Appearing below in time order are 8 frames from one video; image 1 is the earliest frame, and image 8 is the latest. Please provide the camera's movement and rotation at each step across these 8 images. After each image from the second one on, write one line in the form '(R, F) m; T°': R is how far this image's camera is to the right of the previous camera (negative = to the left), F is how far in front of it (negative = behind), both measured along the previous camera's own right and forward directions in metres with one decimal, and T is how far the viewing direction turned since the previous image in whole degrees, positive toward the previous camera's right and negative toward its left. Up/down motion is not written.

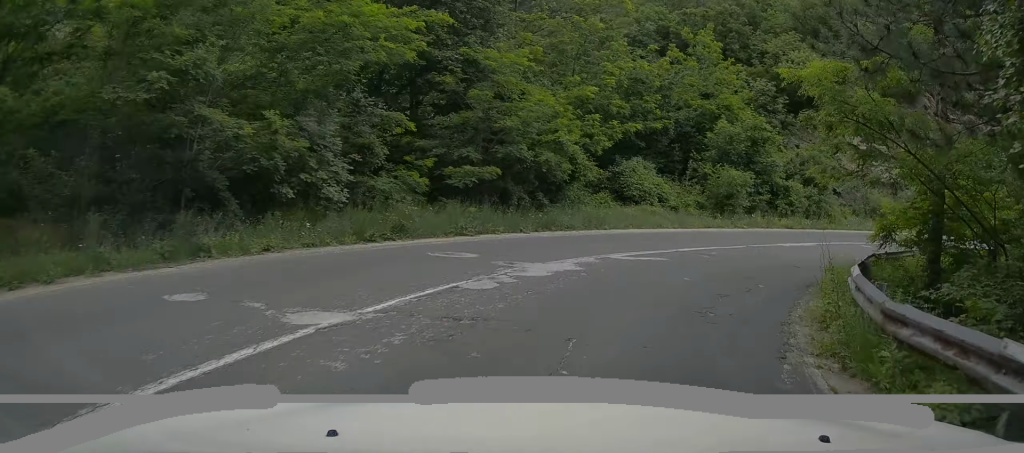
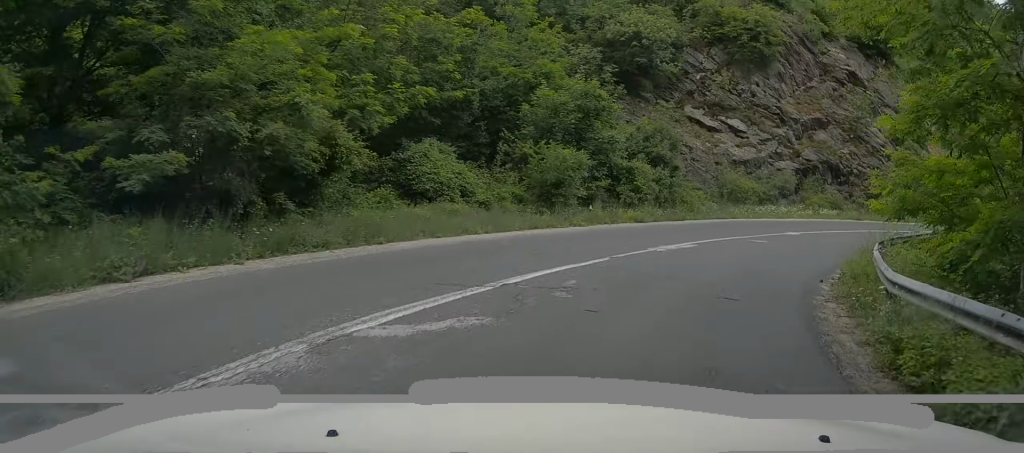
(0.0, +7.1) m; +18°
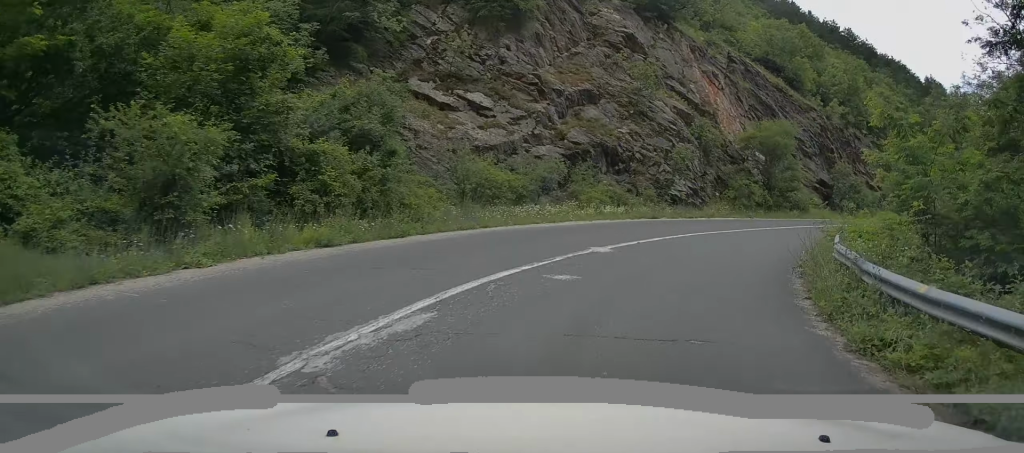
(+2.9, +9.6) m; +25°
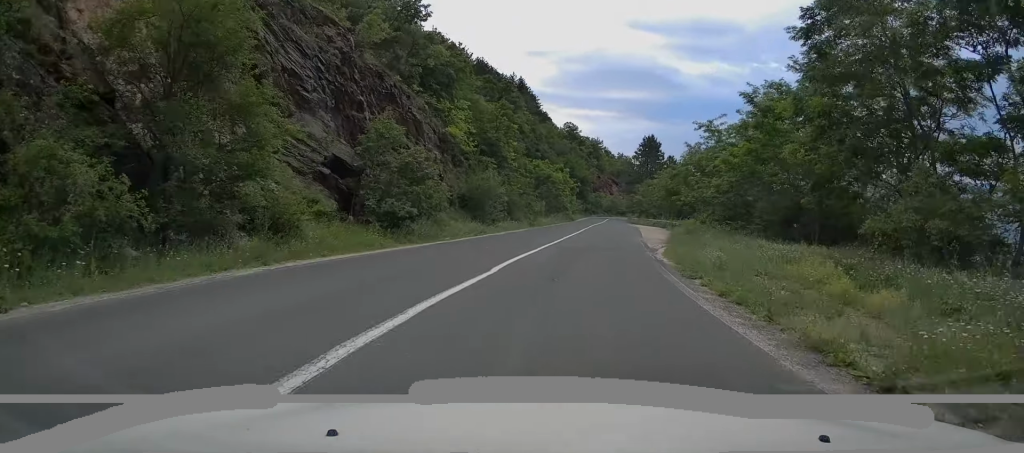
(+9.4, +26.5) m; +32°
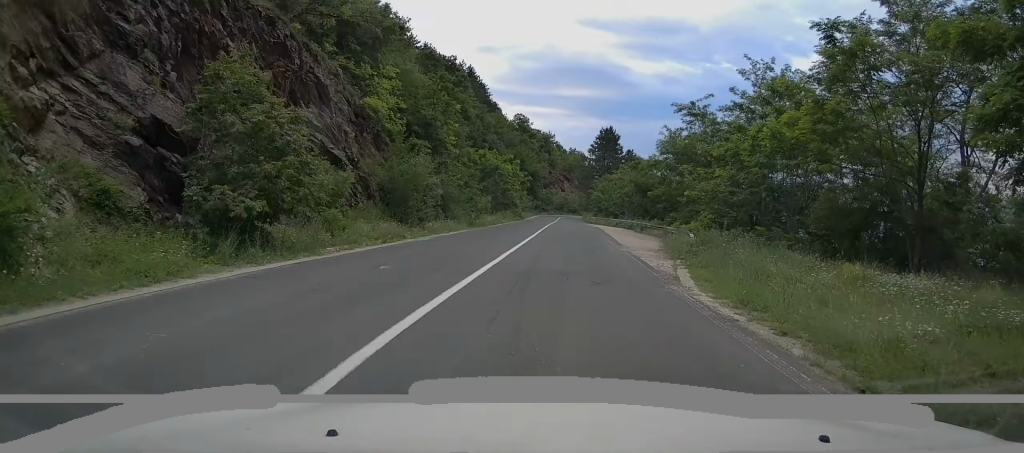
(+0.3, +8.3) m; +5°
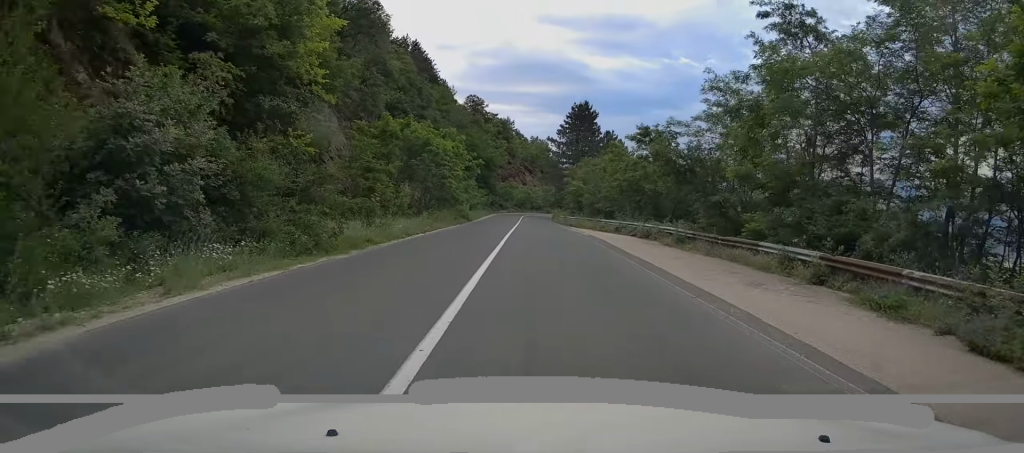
(+1.0, +19.7) m; +3°
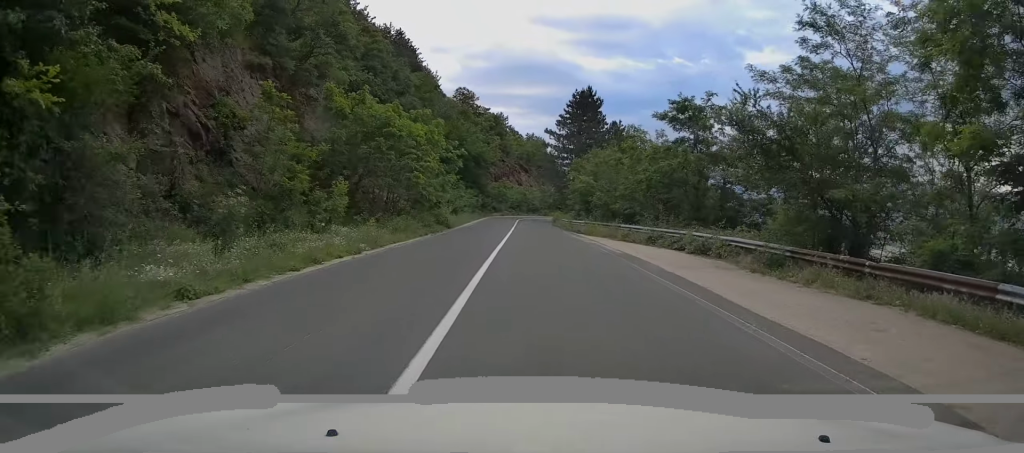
(0.0, +9.4) m; 0°
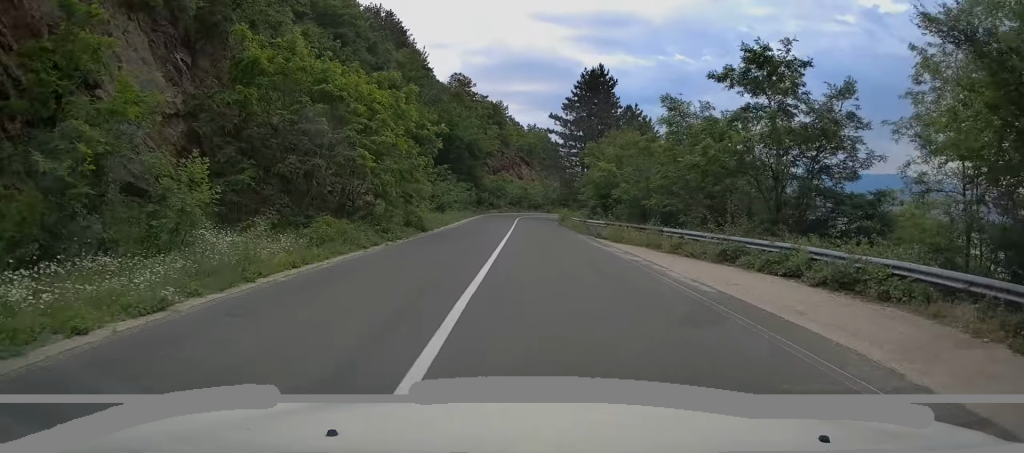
(+0.1, +8.7) m; 0°
